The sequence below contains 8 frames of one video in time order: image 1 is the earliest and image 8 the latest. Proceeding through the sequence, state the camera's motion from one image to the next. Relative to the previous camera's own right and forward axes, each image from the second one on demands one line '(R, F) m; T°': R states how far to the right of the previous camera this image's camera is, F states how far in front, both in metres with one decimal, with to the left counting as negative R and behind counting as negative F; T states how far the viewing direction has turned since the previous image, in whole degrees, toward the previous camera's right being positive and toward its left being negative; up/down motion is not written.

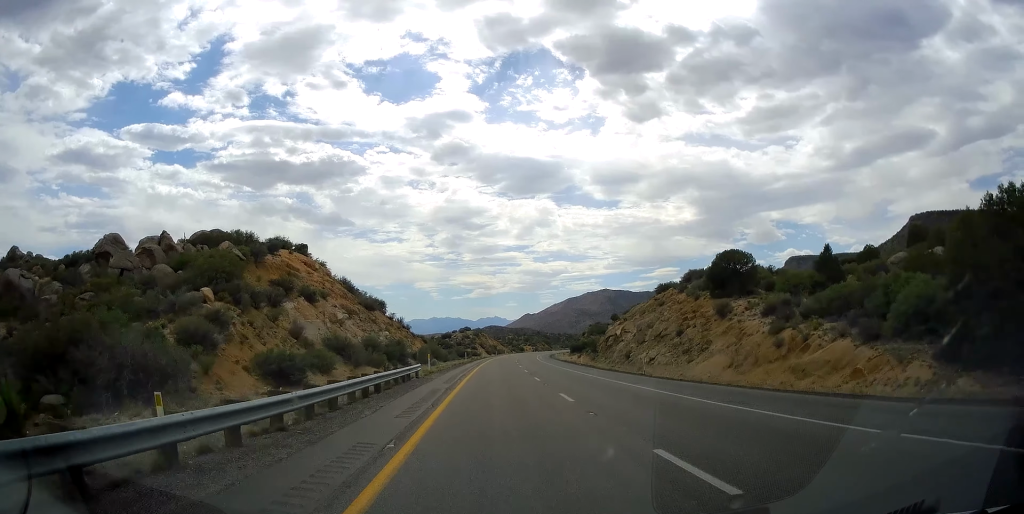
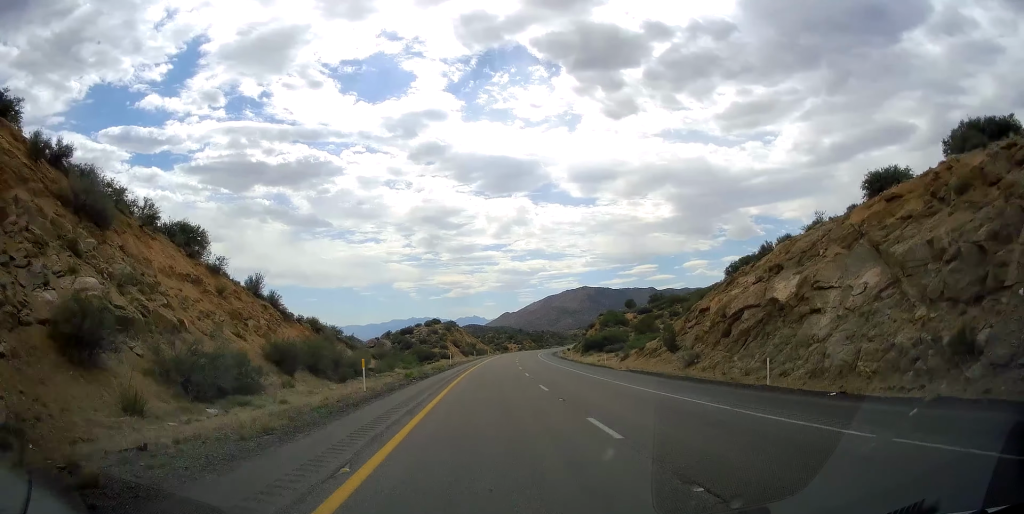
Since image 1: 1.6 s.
(+0.3, +56.8) m; +1°
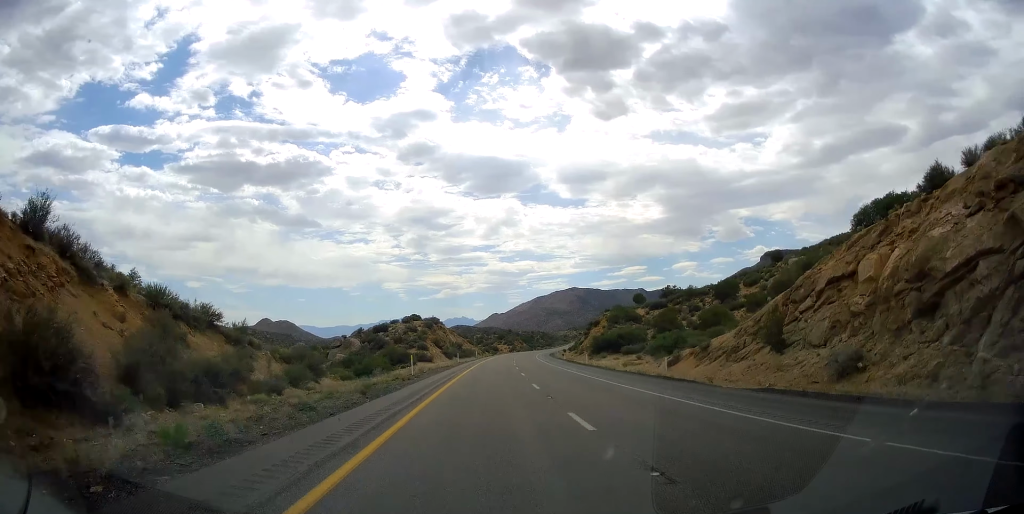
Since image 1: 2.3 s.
(+0.1, +23.2) m; +1°
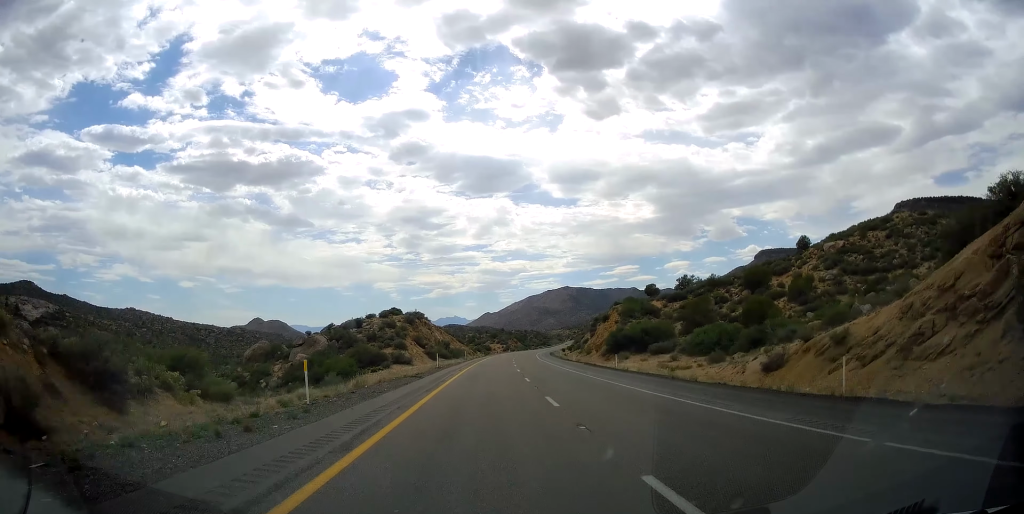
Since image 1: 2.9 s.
(+0.3, +19.6) m; +1°
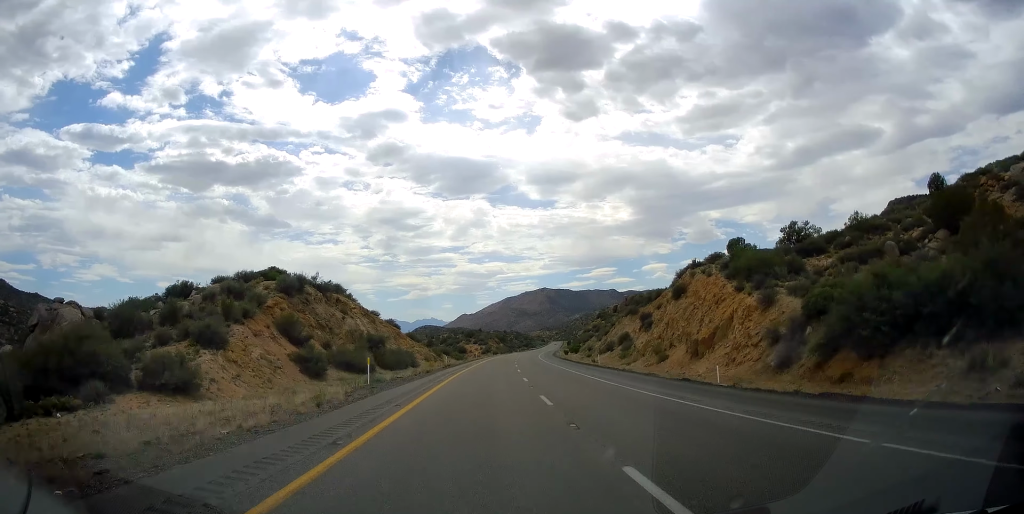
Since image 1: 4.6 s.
(+1.1, +60.3) m; +1°
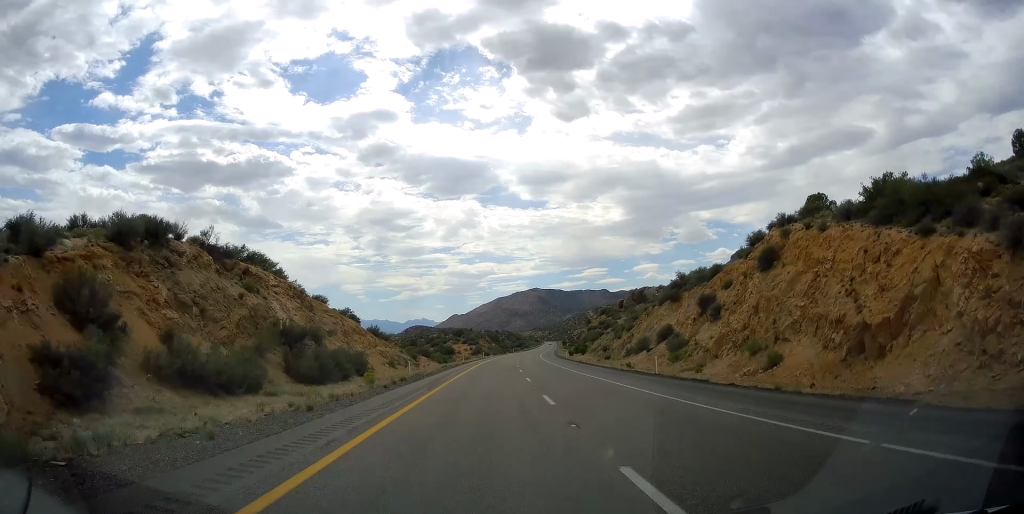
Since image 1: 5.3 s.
(0.0, +24.4) m; +1°
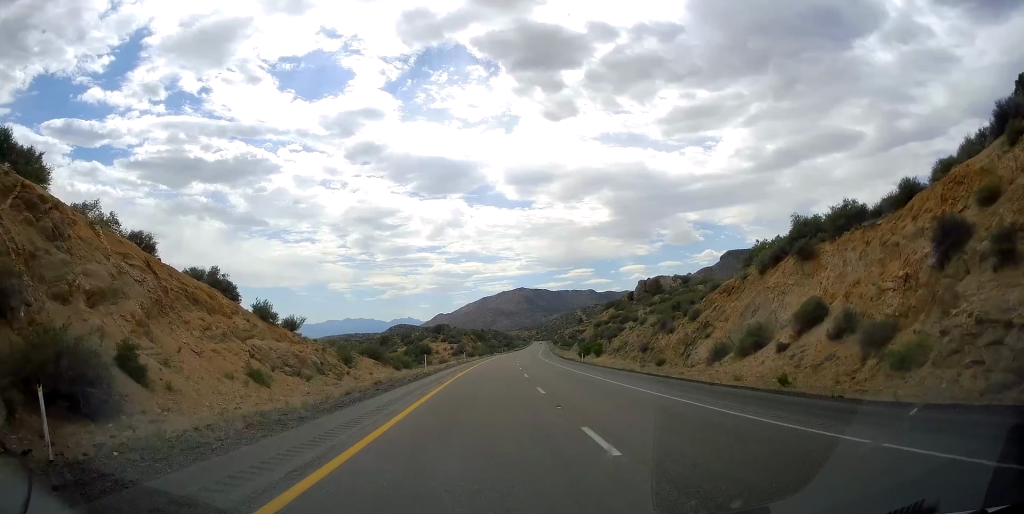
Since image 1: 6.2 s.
(+0.3, +32.5) m; +2°
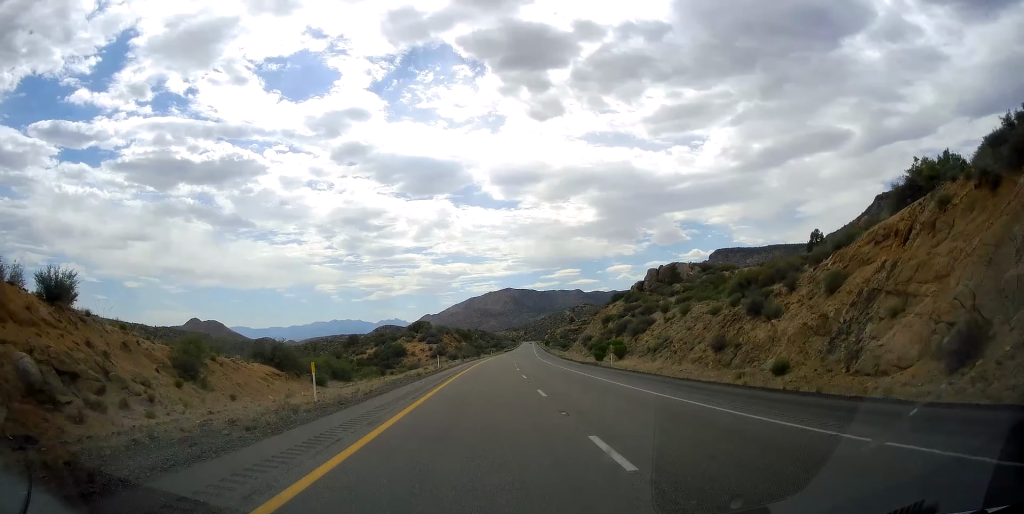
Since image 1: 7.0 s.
(+0.5, +25.5) m; +1°
